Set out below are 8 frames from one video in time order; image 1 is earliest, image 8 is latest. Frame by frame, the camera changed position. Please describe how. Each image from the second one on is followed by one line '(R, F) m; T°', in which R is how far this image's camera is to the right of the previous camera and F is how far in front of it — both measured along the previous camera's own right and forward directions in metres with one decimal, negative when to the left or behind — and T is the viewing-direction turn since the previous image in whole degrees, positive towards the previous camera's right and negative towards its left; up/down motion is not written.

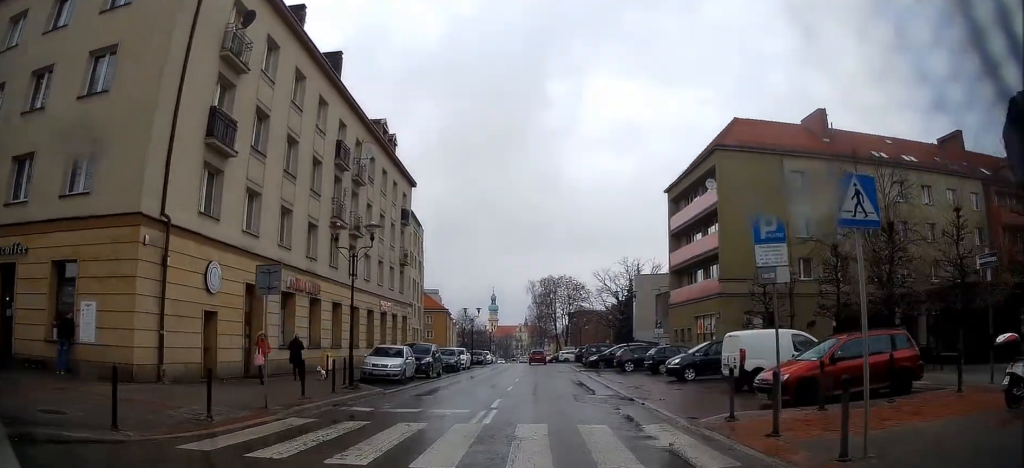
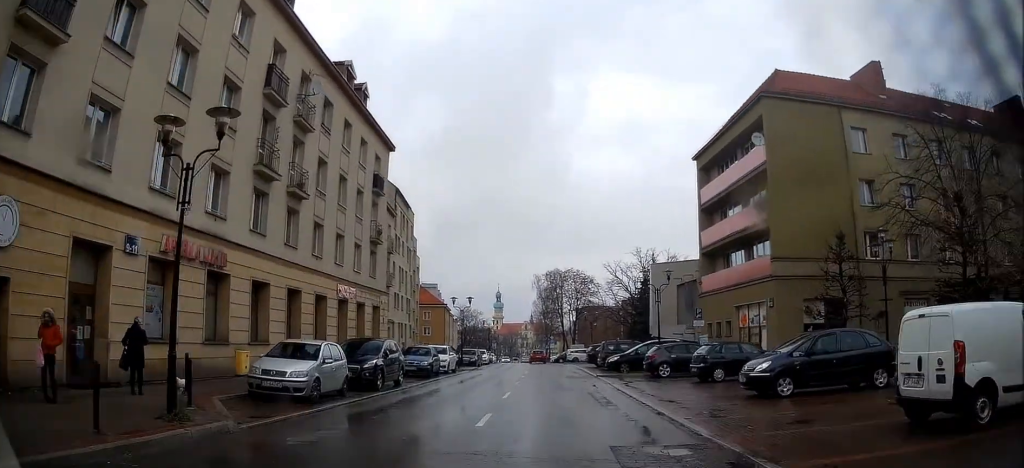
(+0.2, +9.2) m; 0°
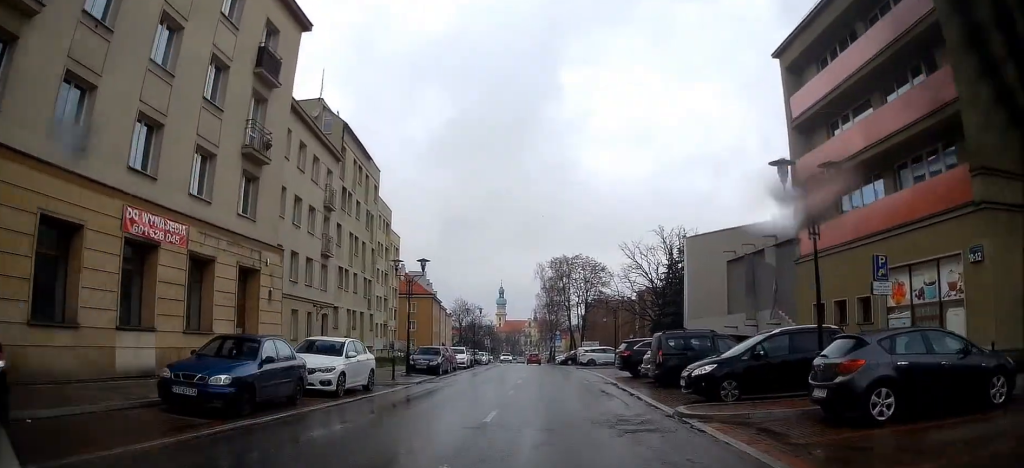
(-0.6, +16.5) m; 0°
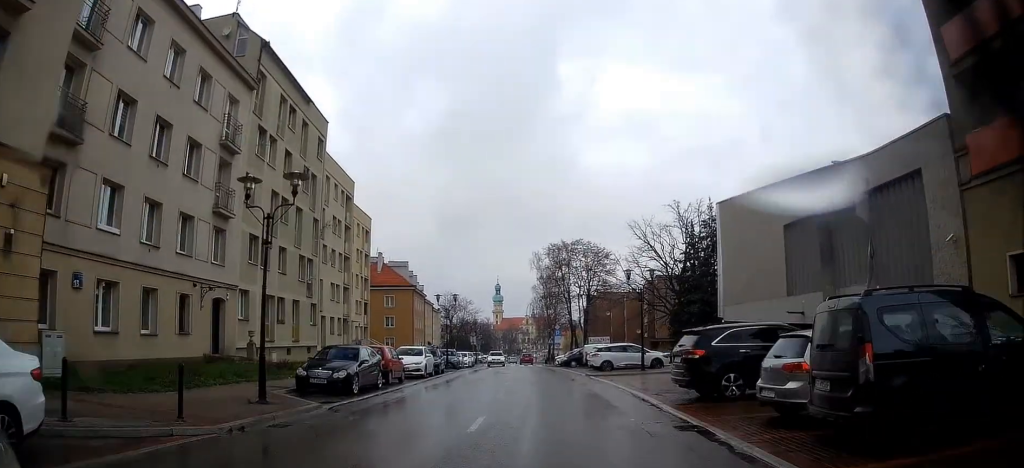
(+0.7, +13.0) m; +3°
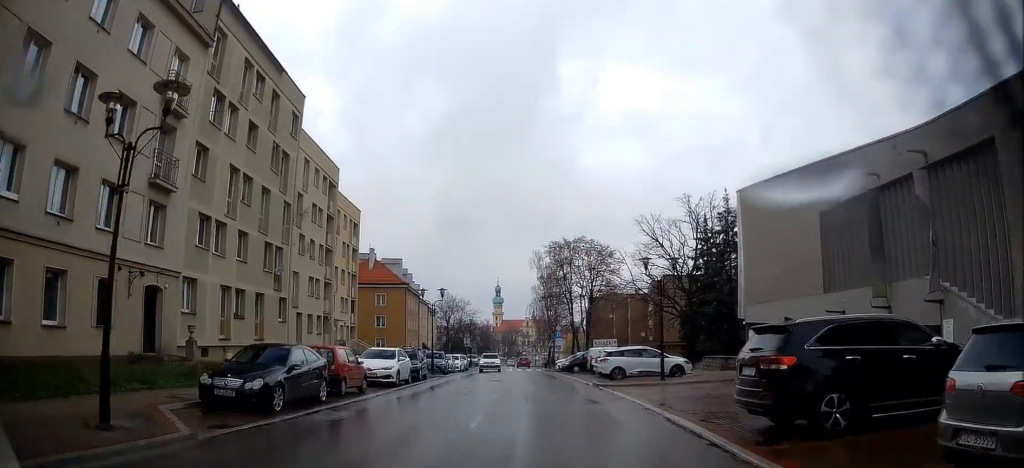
(0.0, +5.2) m; 0°
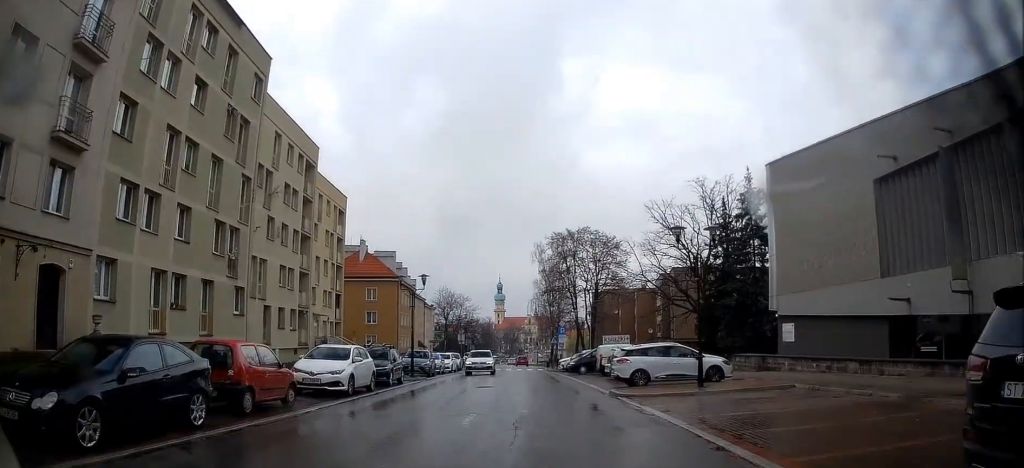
(0.0, +5.9) m; 0°
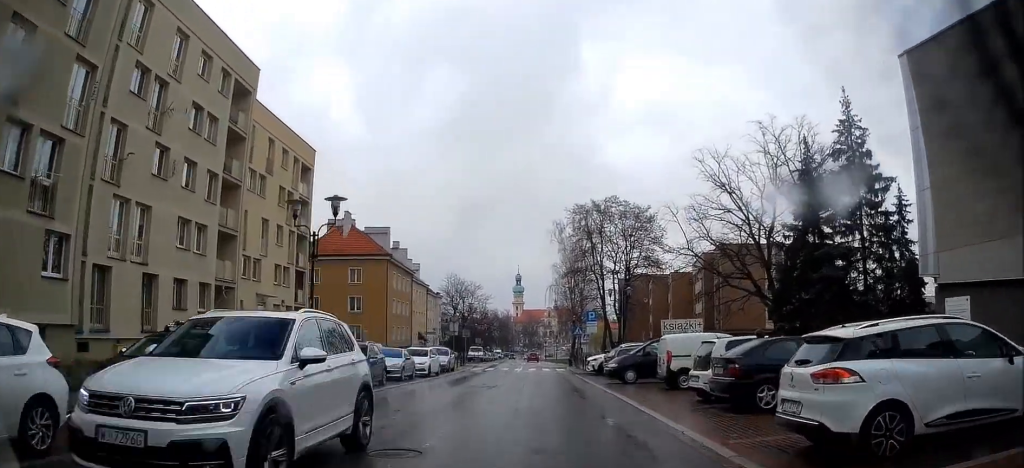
(0.0, +15.0) m; 0°
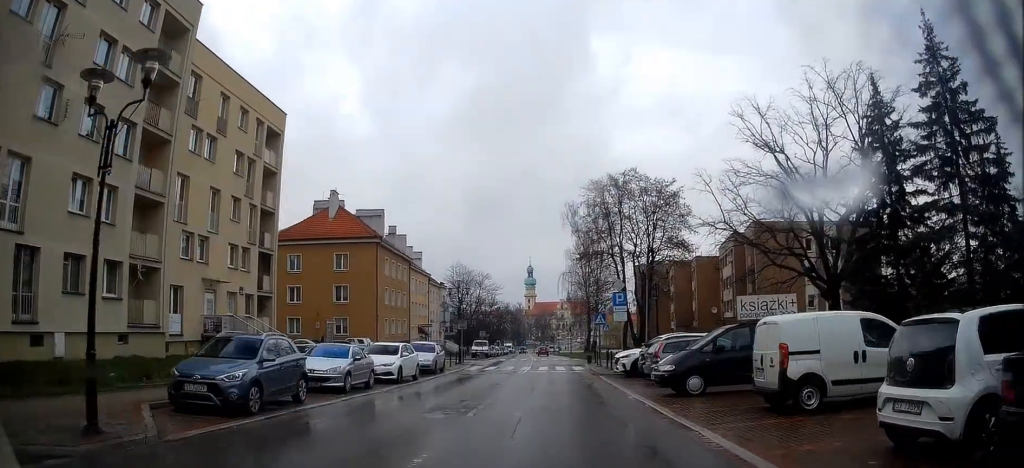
(0.0, +8.8) m; -2°
